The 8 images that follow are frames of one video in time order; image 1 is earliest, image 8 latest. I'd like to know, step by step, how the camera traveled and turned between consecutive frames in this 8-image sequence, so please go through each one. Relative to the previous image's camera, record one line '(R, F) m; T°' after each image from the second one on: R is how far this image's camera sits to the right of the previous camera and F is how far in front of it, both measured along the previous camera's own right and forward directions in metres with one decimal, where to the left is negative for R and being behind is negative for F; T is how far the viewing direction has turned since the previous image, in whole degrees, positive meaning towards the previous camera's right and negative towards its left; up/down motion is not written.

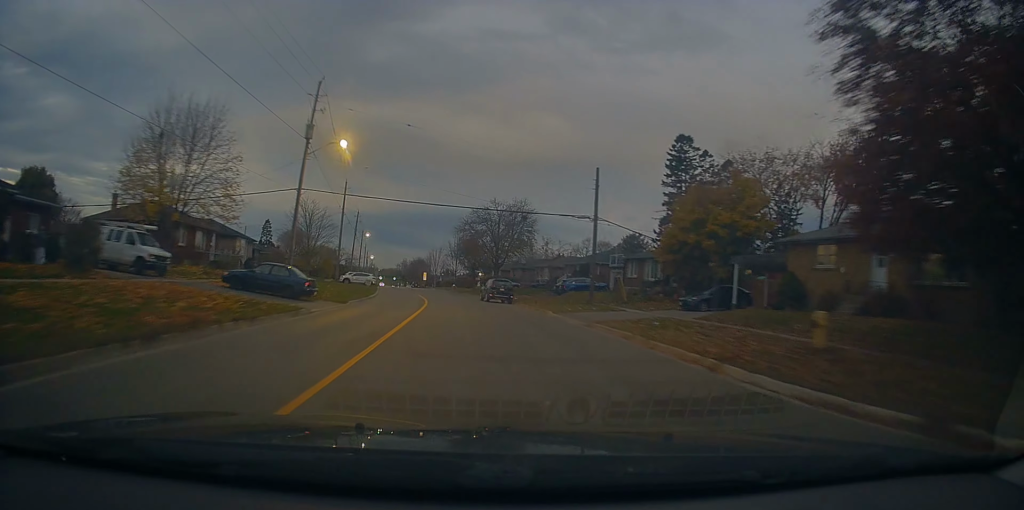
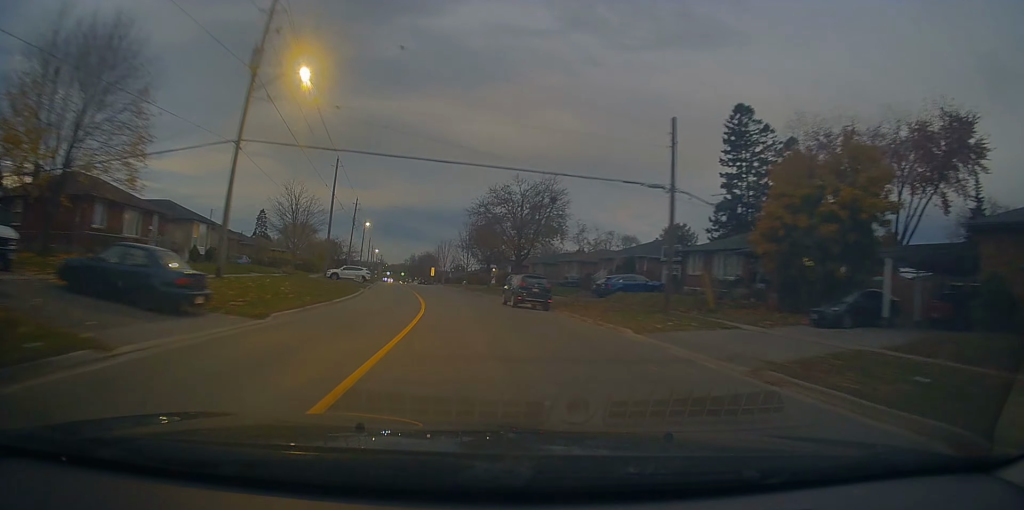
(-0.4, +12.2) m; -2°
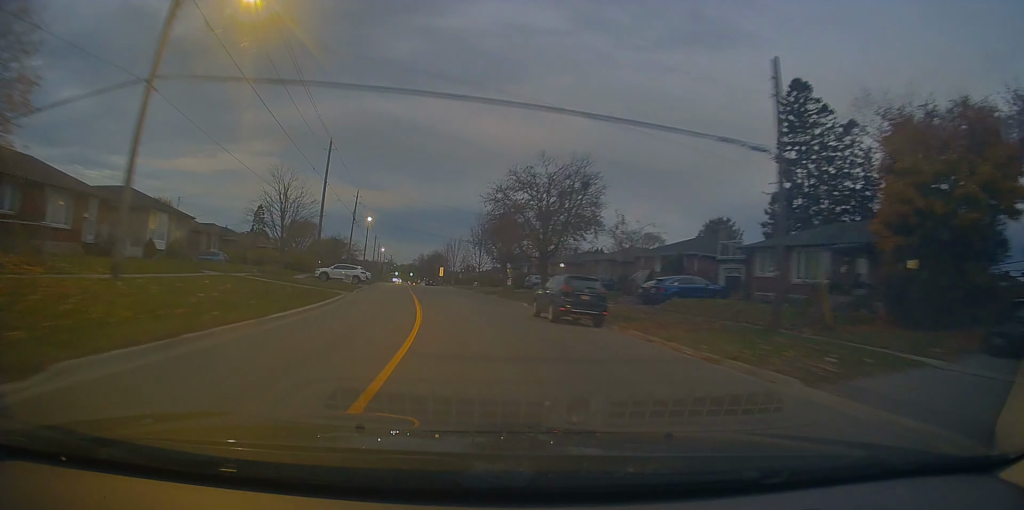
(-0.3, +8.6) m; 0°
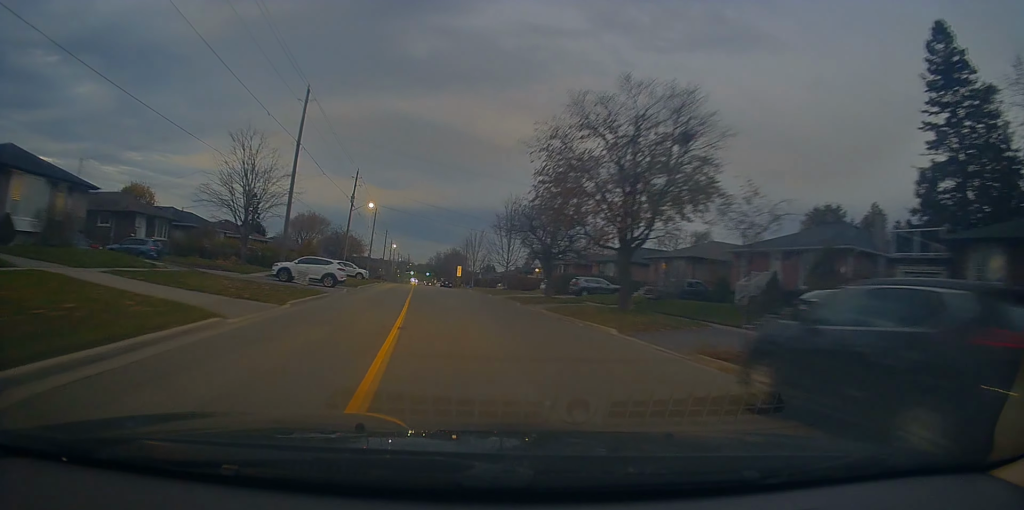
(+0.4, +15.9) m; -2°
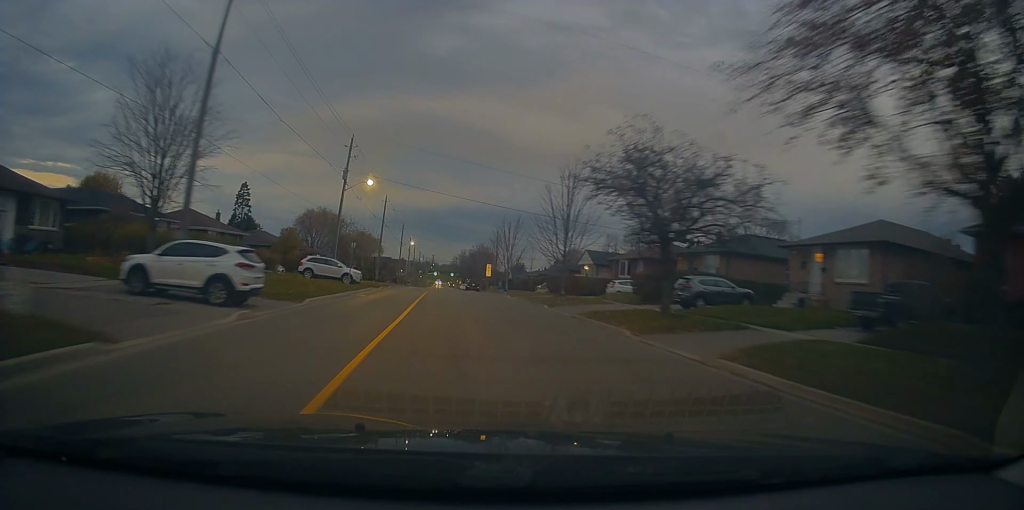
(-0.8, +18.3) m; -2°
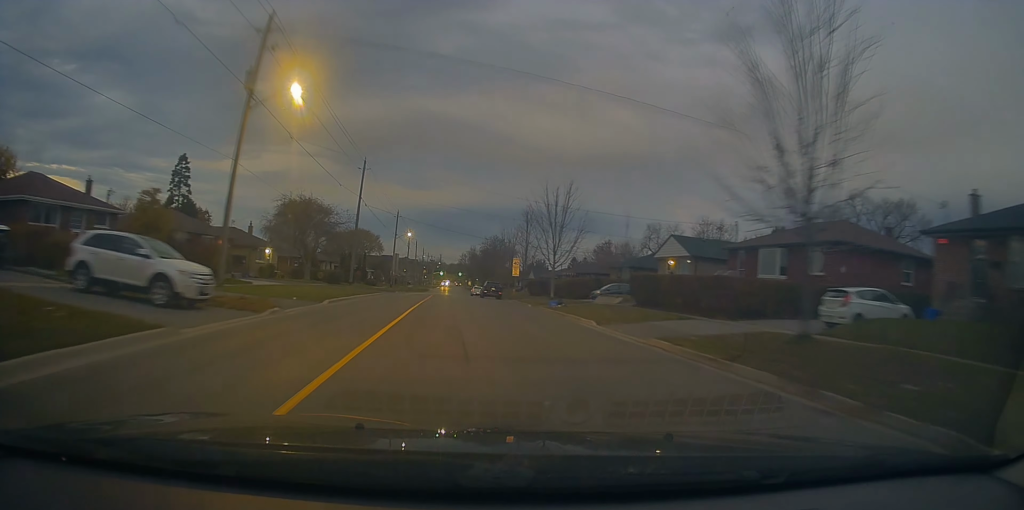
(-0.1, +26.4) m; -1°
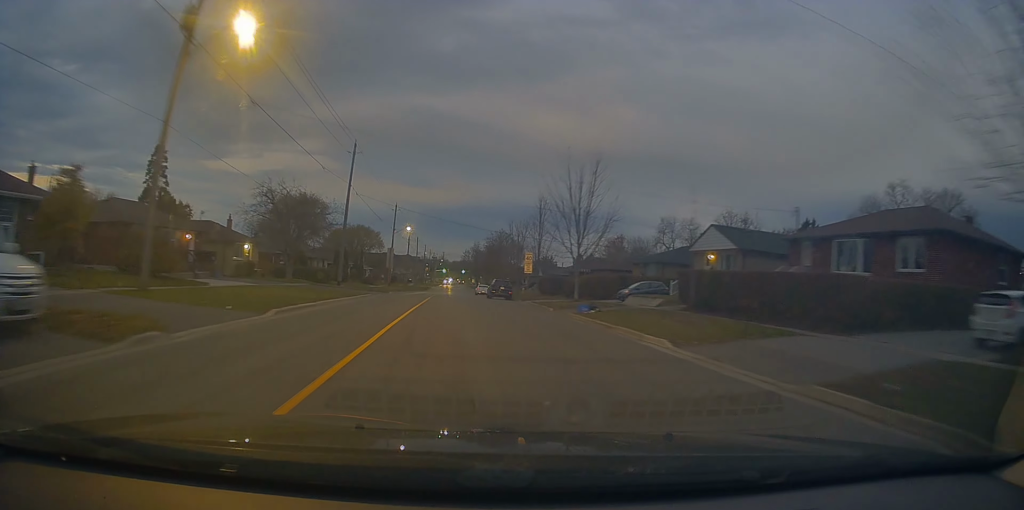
(+0.3, +7.1) m; 0°
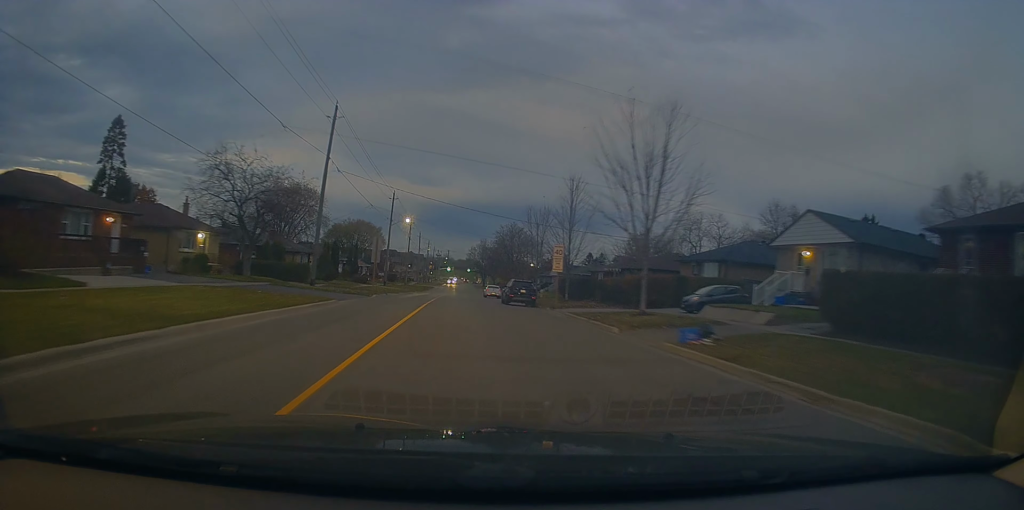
(-0.3, +11.3) m; -3°
